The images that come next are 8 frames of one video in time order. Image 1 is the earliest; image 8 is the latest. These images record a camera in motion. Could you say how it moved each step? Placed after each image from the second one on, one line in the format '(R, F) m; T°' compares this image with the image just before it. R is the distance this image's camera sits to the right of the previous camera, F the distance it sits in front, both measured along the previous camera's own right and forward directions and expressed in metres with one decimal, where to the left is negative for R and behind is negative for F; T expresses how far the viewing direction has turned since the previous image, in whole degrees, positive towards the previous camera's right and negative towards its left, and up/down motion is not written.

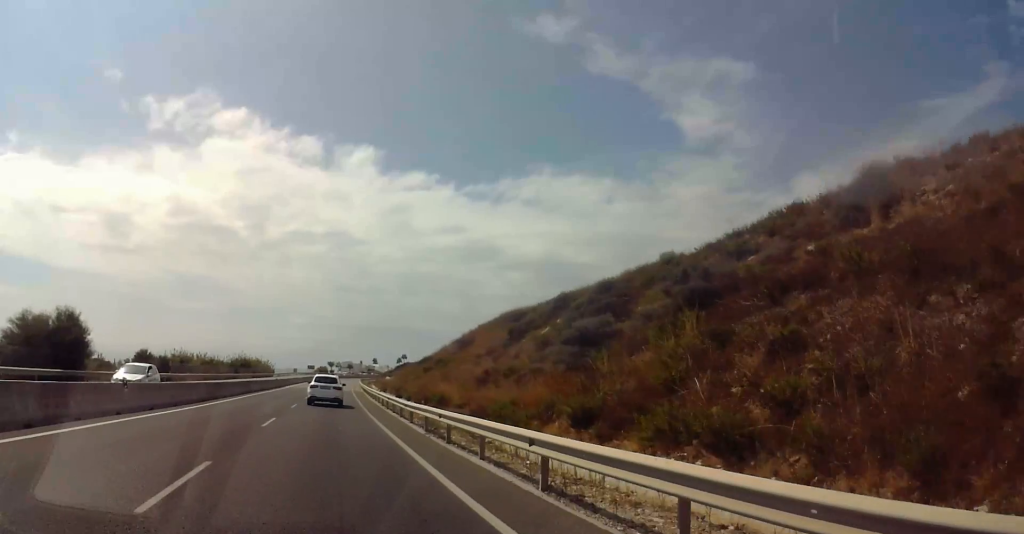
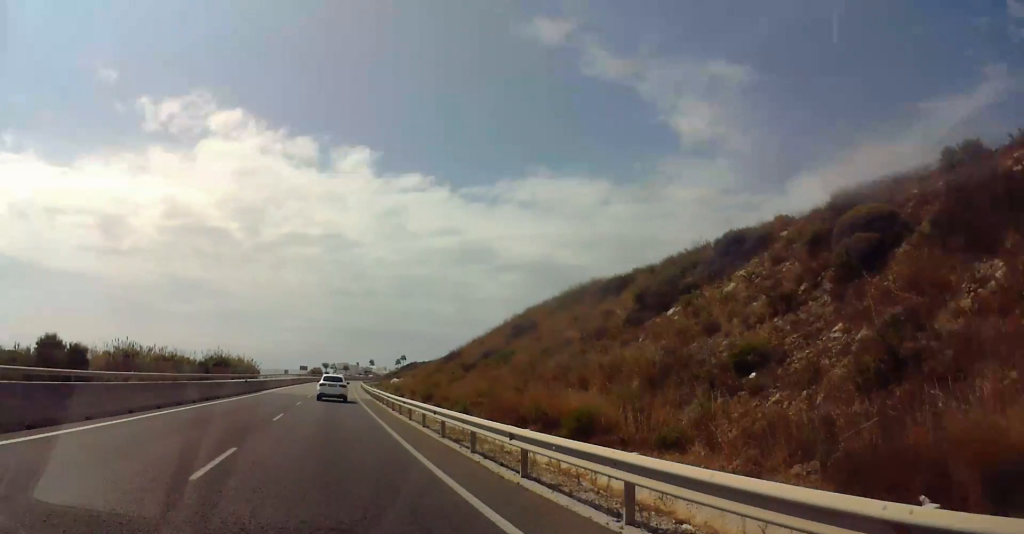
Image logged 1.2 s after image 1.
(-0.3, +23.3) m; 0°
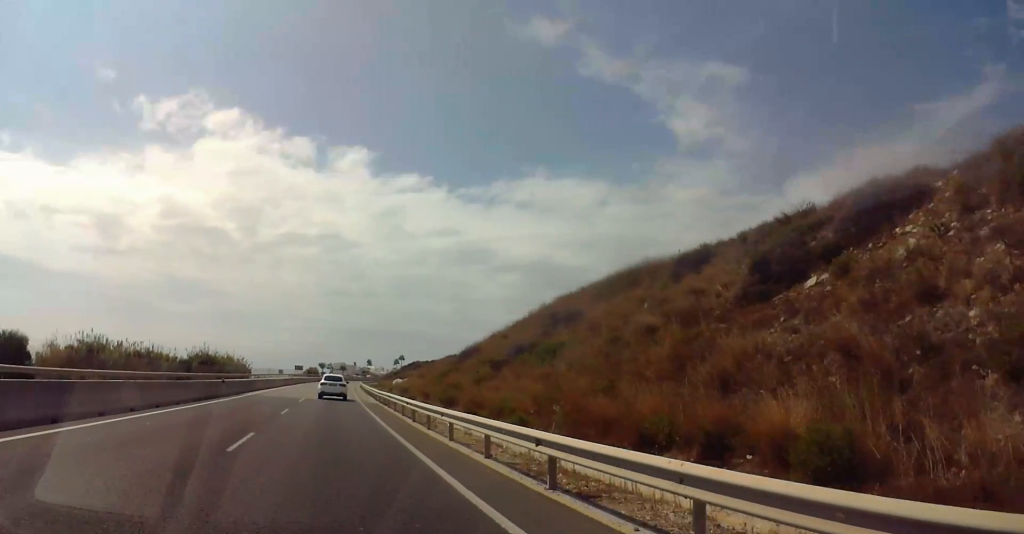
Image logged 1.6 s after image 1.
(+0.2, +8.9) m; +1°
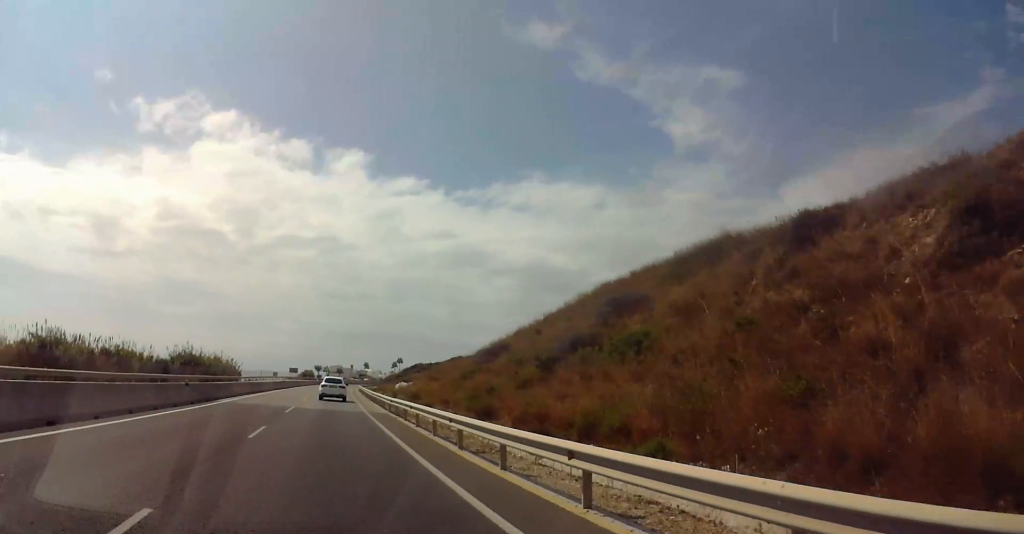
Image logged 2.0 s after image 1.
(+0.1, +8.9) m; 0°
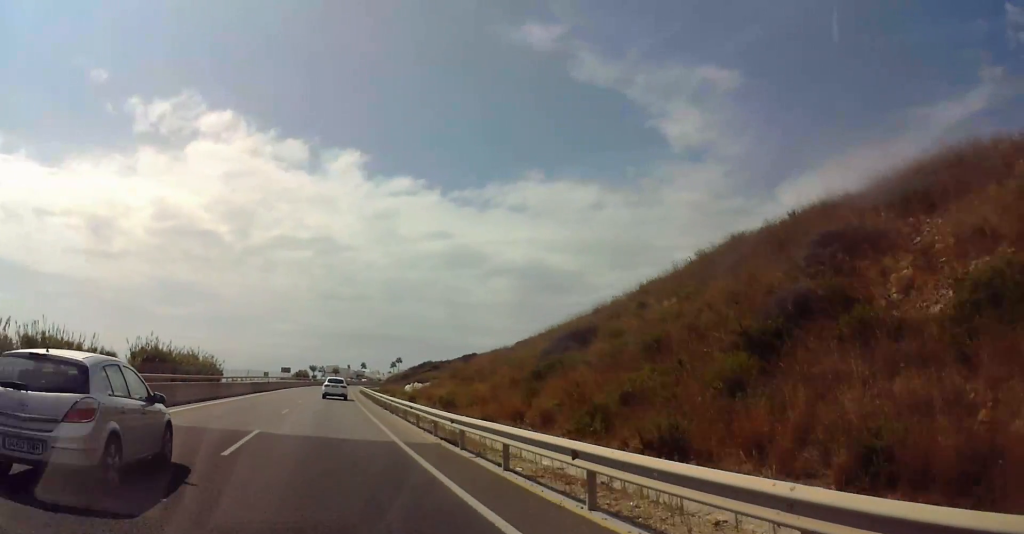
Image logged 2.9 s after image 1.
(0.0, +16.9) m; 0°
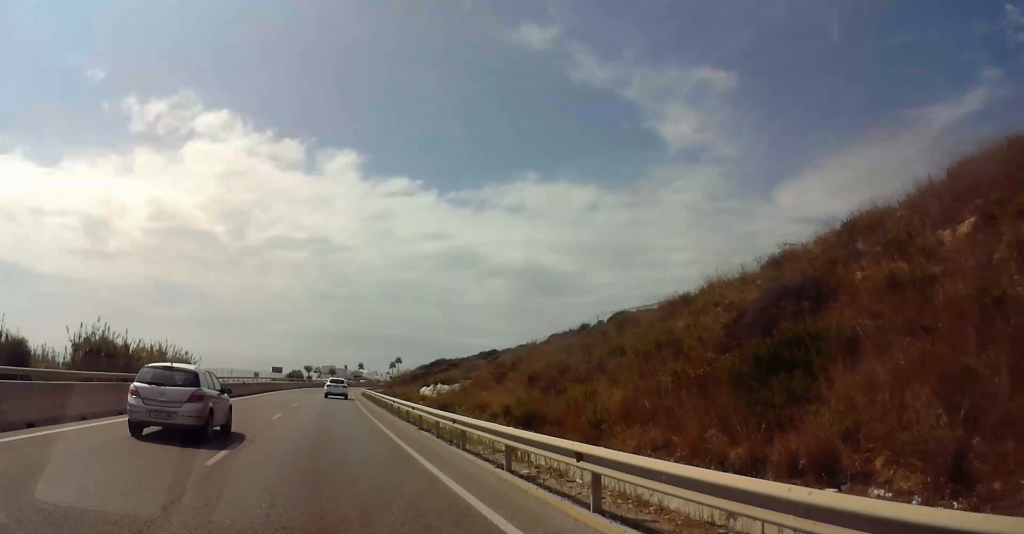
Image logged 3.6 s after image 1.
(0.0, +15.3) m; +1°
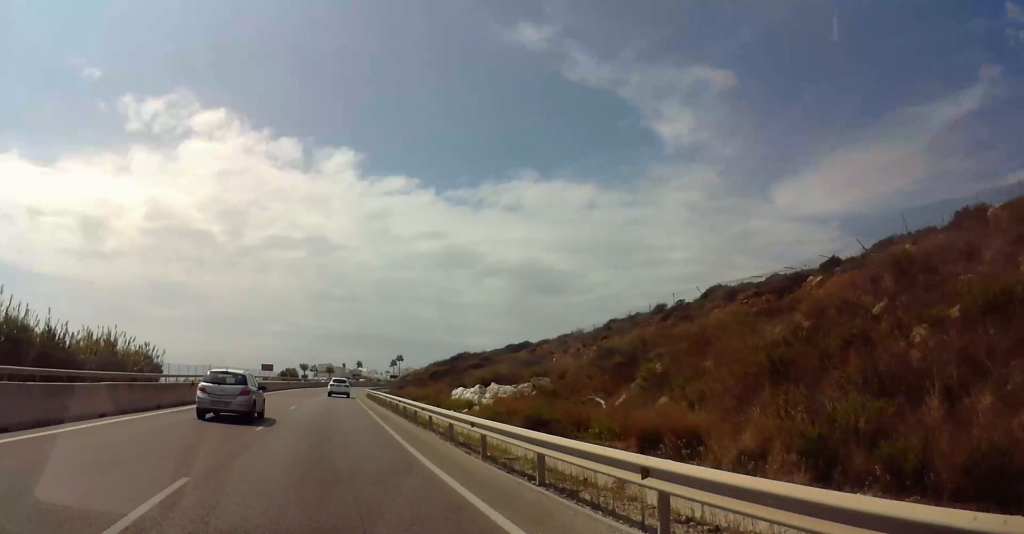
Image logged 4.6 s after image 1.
(+0.2, +18.4) m; +1°
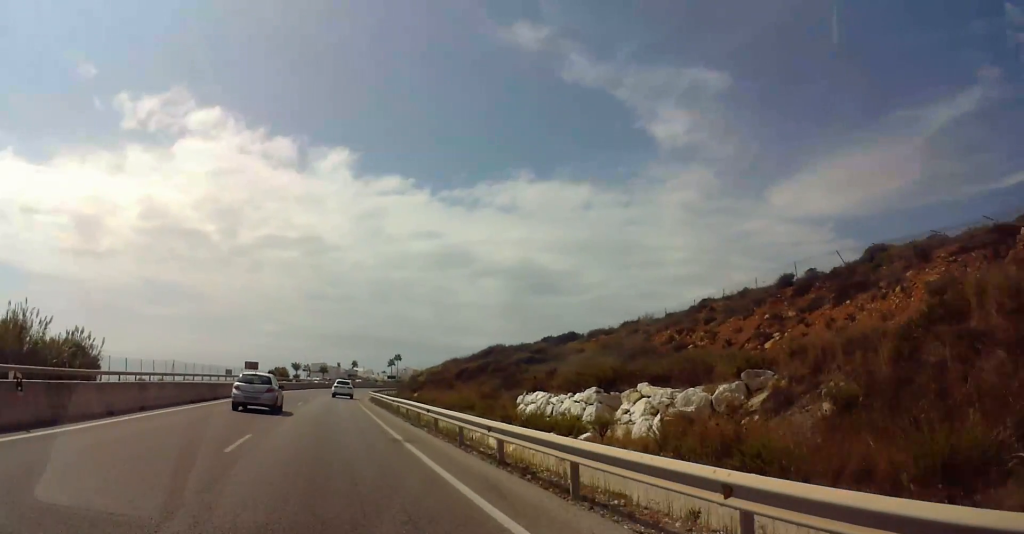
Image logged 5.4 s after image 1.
(+0.1, +16.6) m; 0°
